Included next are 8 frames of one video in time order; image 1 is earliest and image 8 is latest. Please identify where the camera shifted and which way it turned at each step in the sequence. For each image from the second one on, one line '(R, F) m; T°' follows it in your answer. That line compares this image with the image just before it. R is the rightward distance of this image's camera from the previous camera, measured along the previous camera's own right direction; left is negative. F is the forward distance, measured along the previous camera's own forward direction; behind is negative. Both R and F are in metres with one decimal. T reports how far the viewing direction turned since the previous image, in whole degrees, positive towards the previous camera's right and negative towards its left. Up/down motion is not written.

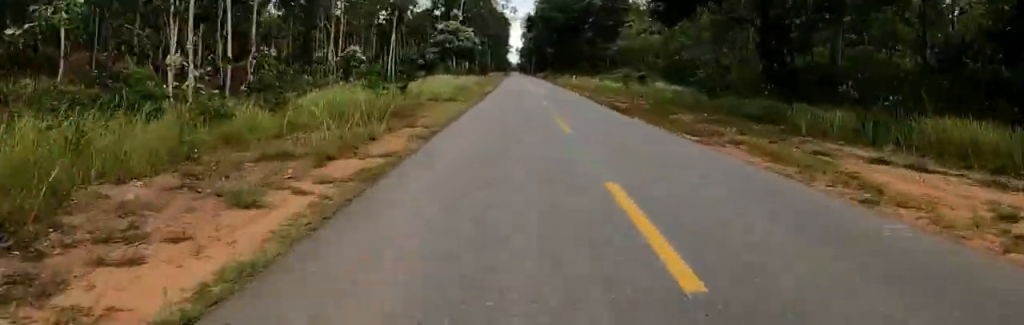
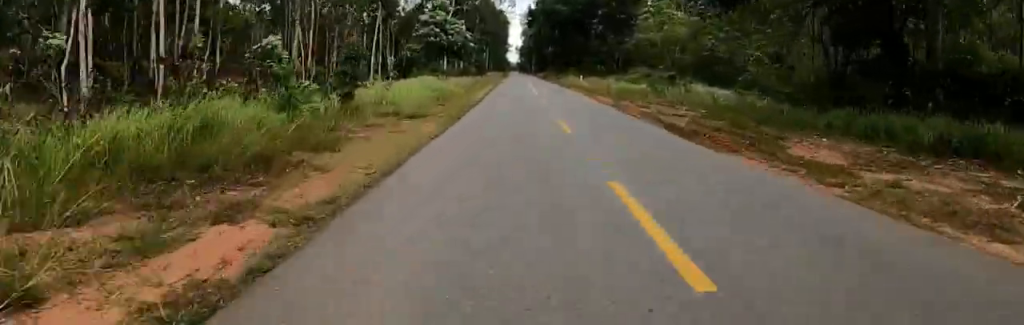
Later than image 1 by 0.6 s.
(0.0, +7.9) m; 0°
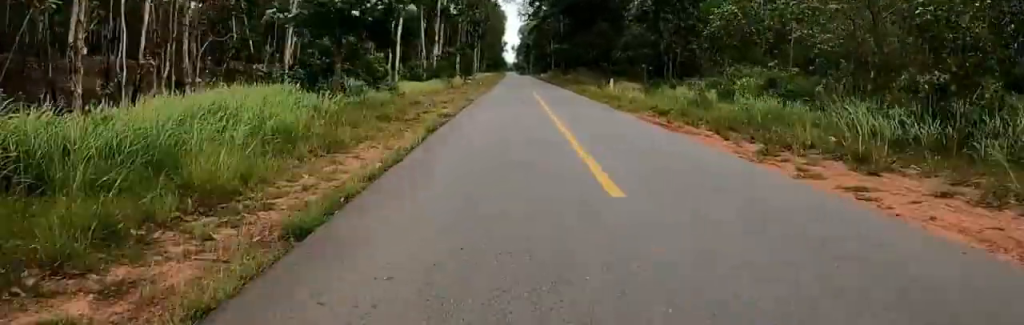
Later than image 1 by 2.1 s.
(0.0, +21.8) m; 0°
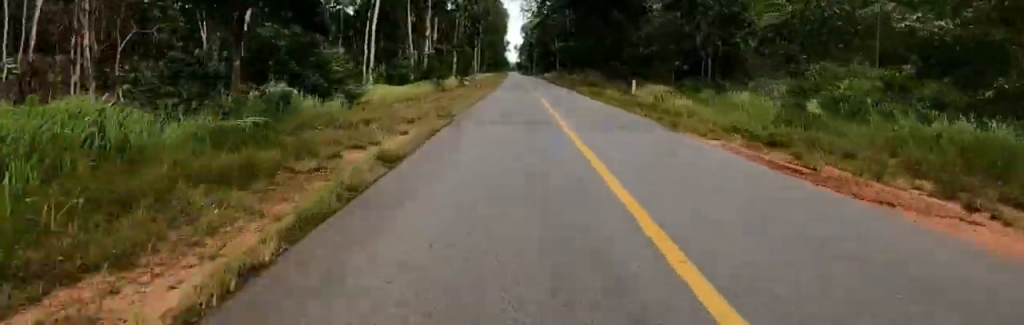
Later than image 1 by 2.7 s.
(0.0, +7.4) m; 0°
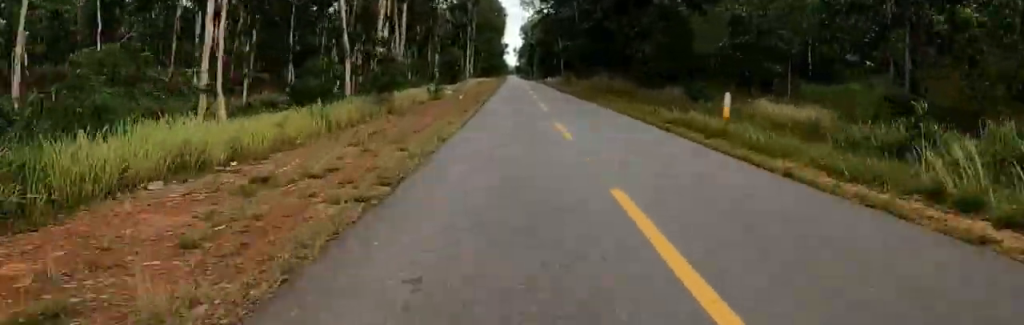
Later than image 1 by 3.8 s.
(0.0, +15.3) m; +1°
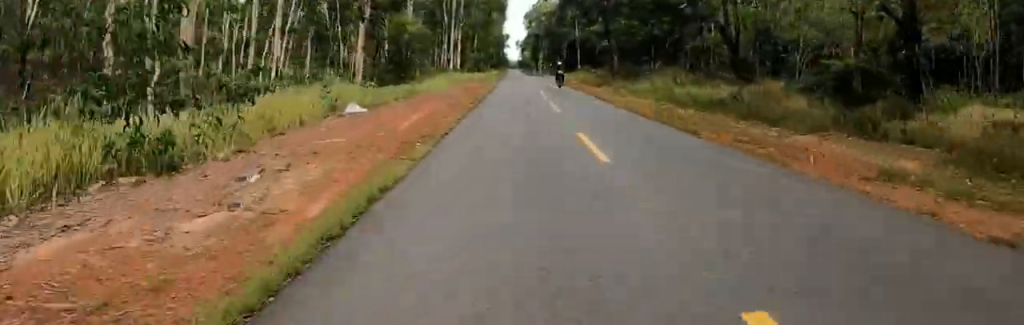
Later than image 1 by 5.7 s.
(+1.1, +26.5) m; +1°
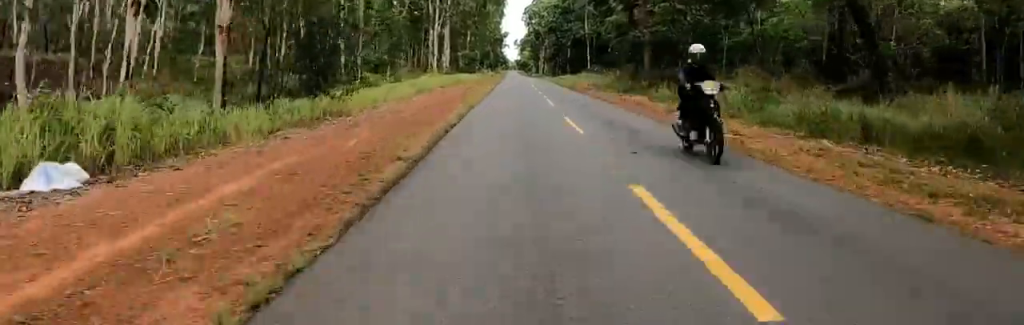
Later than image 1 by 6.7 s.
(-0.6, +12.2) m; -3°
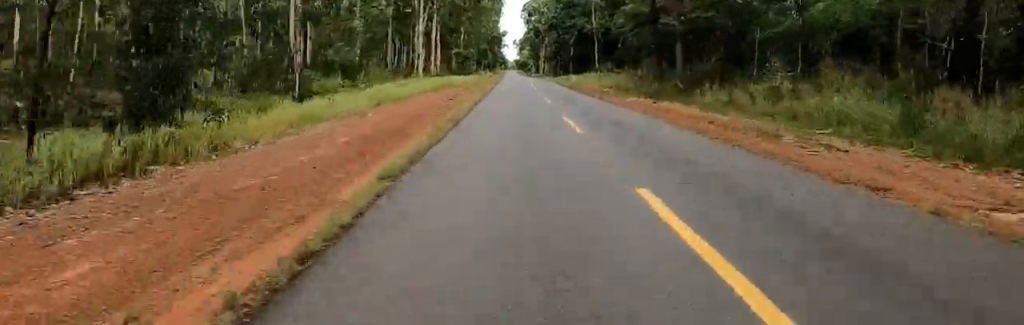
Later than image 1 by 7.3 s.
(-0.5, +7.8) m; 0°
